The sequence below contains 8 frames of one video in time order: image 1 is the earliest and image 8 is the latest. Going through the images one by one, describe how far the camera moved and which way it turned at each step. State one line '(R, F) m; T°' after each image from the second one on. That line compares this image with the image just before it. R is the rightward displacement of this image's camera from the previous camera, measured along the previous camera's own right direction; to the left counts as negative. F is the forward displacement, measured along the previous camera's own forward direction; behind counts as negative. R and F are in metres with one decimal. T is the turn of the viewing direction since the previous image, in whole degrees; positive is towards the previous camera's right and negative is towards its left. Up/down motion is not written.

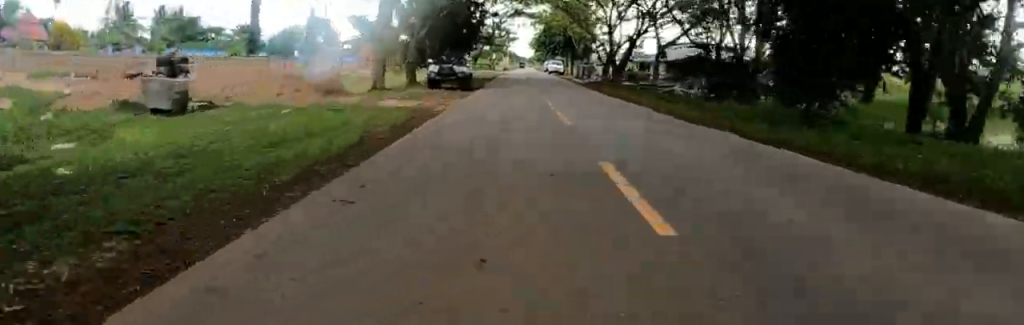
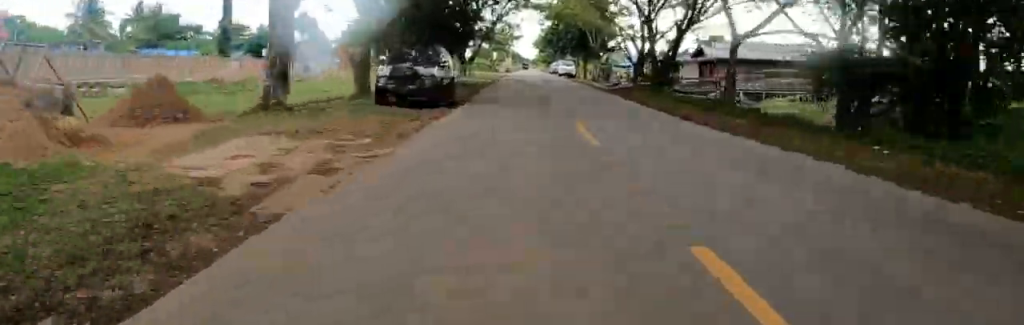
(+3.5, +13.7) m; +9°
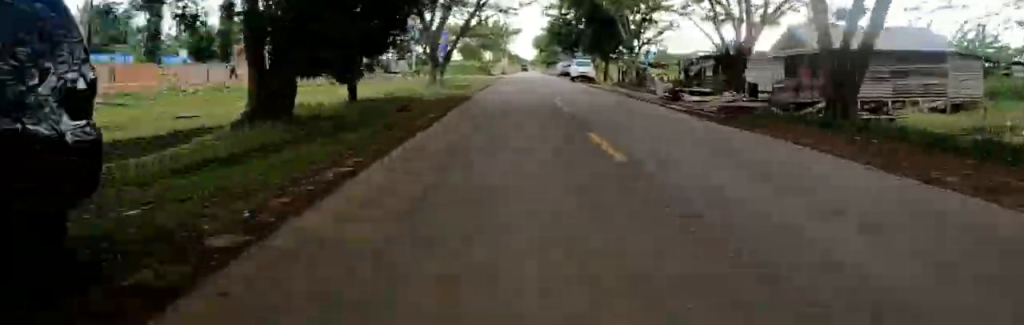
(-2.3, +20.3) m; -9°
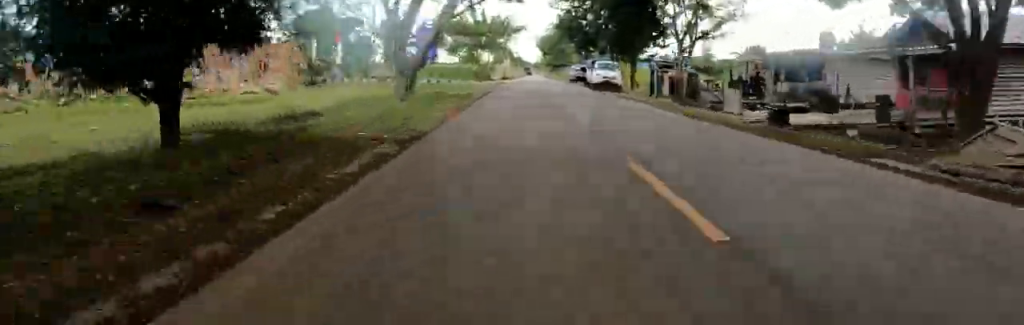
(-0.5, +12.8) m; -2°
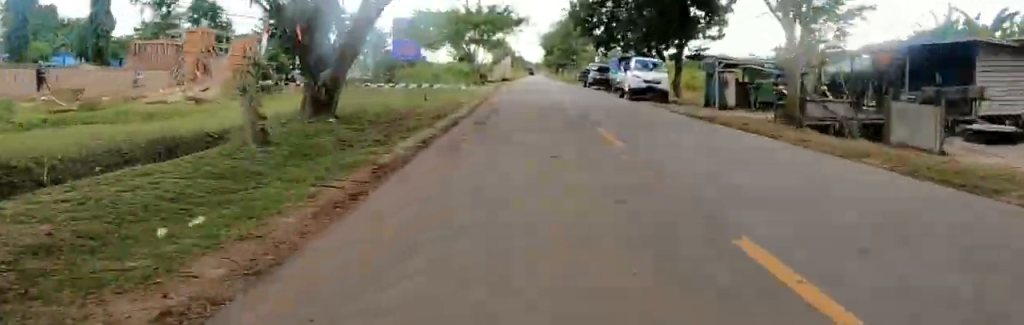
(0.0, +12.3) m; 0°
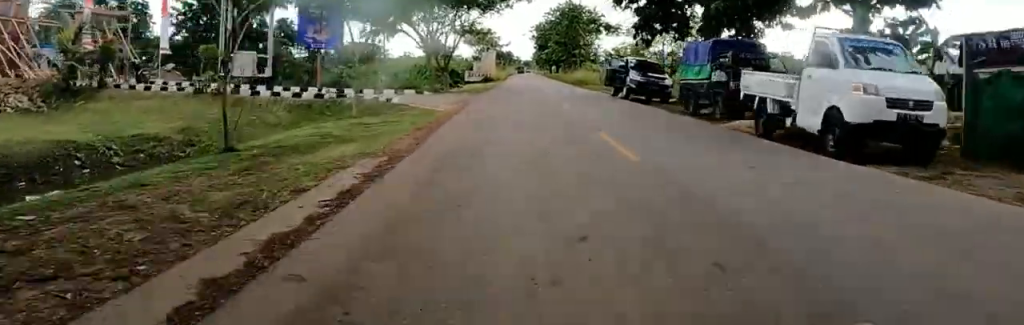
(-0.1, +18.1) m; 0°
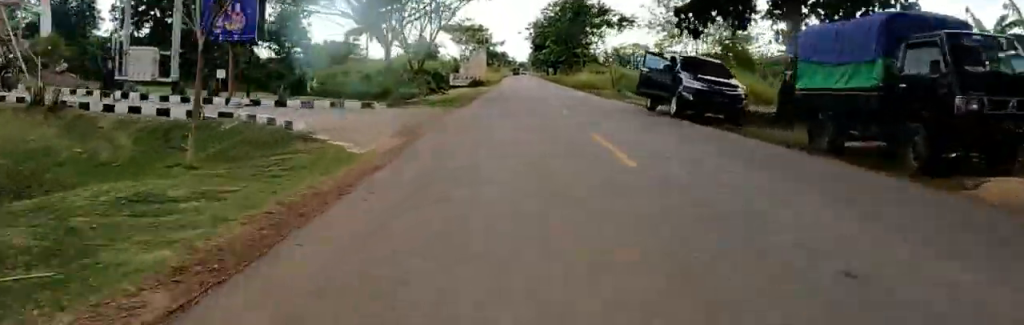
(0.0, +8.1) m; 0°
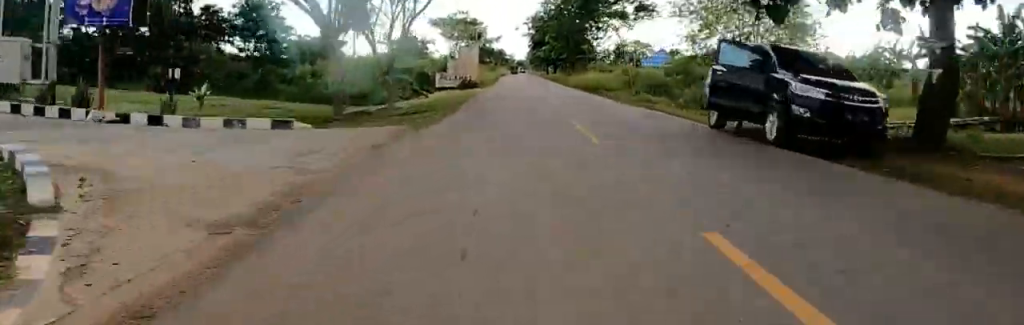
(0.0, +6.5) m; 0°
